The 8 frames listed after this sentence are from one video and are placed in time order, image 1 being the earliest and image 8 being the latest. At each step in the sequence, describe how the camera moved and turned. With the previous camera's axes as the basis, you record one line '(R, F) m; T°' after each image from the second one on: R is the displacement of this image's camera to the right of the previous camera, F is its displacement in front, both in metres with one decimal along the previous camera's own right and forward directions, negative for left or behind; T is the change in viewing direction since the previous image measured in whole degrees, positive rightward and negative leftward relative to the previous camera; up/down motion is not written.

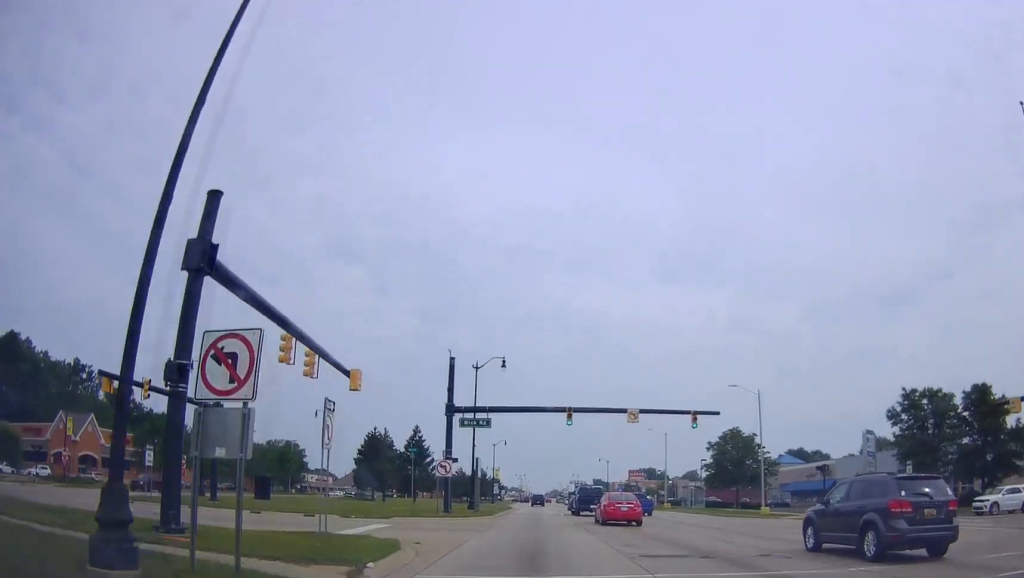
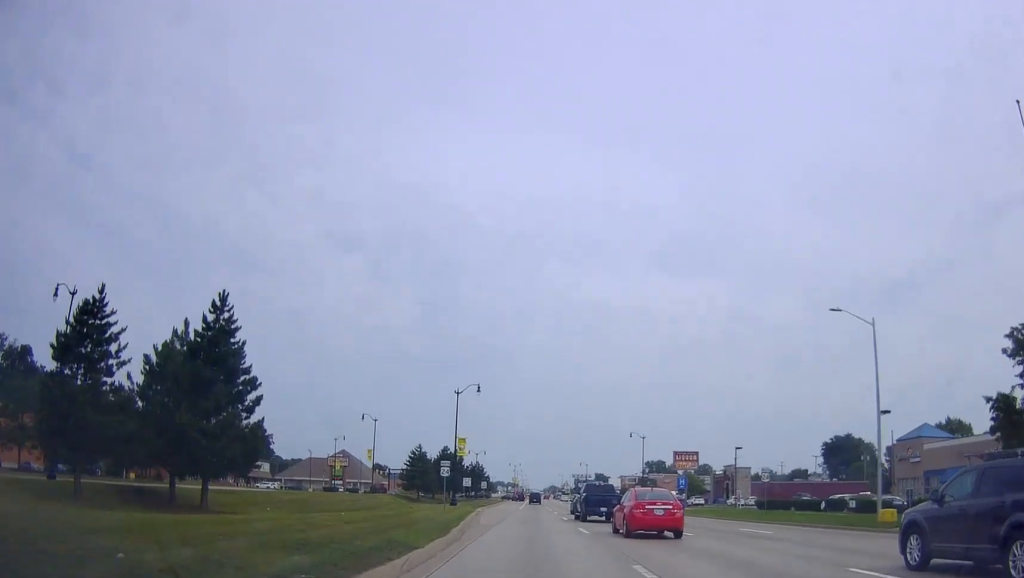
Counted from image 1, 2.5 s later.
(+0.3, +51.5) m; +1°
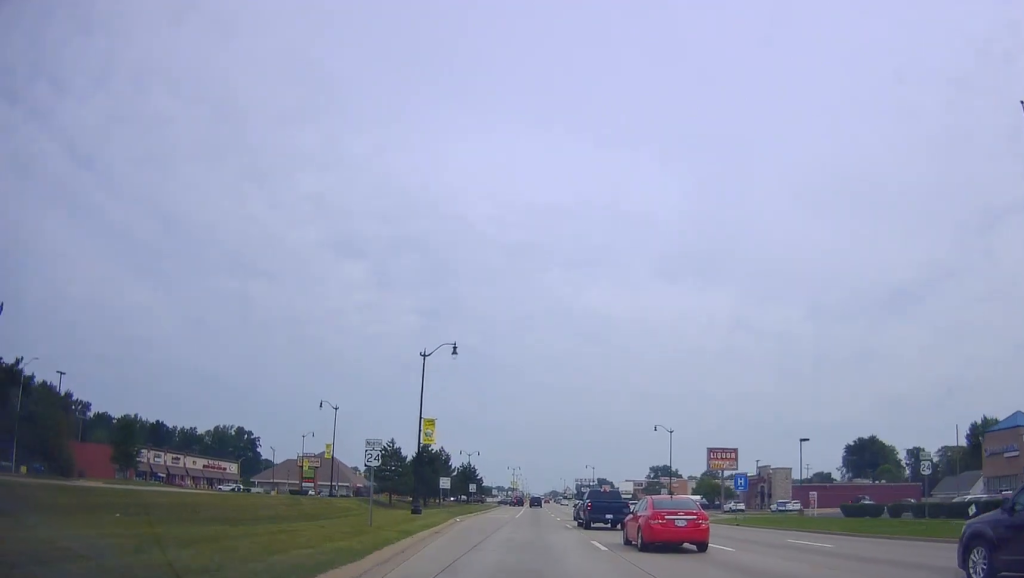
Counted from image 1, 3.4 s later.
(-0.4, +19.4) m; 0°
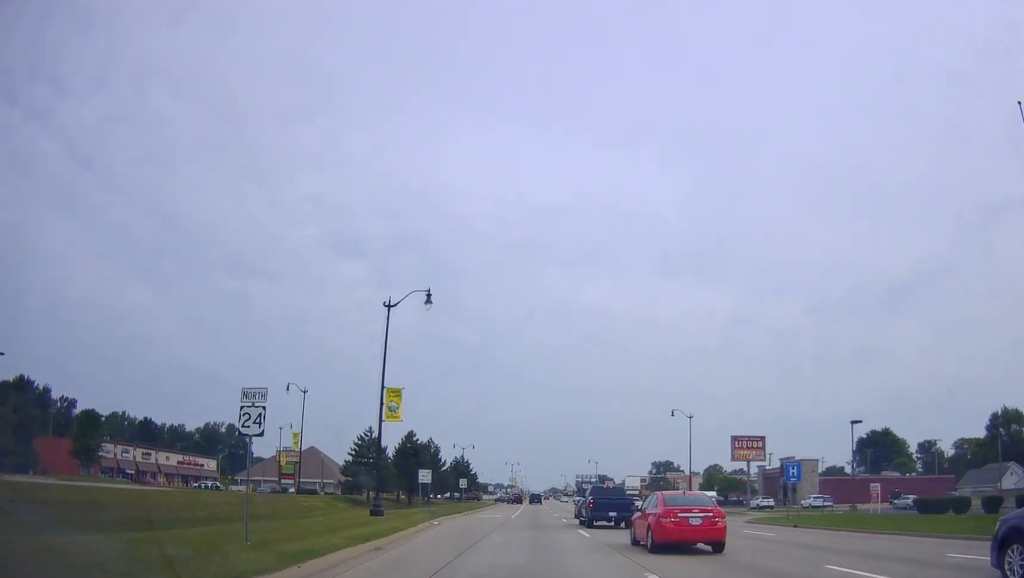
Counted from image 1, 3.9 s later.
(+0.2, +10.4) m; -1°
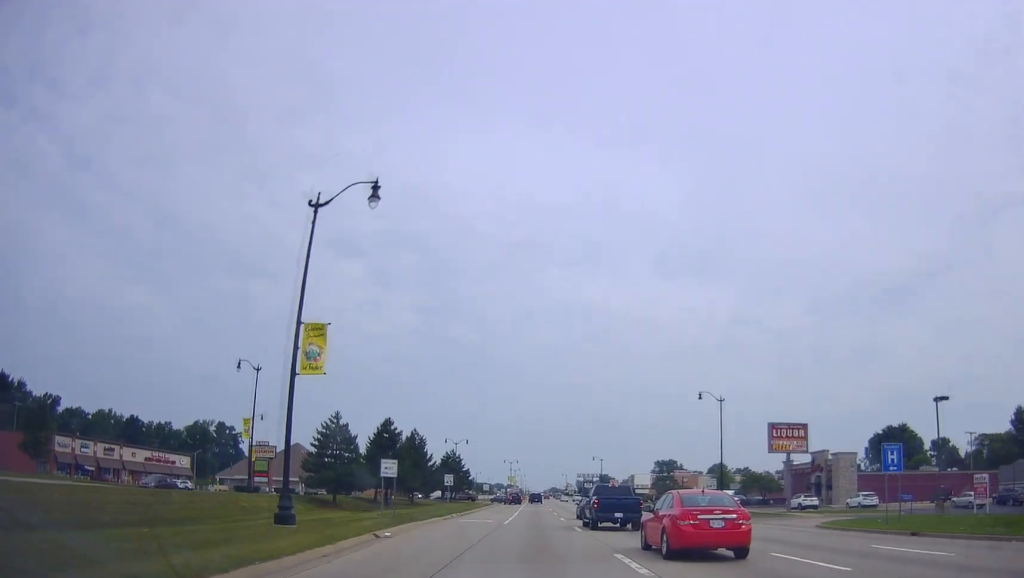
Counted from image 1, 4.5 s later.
(+0.2, +11.8) m; -1°
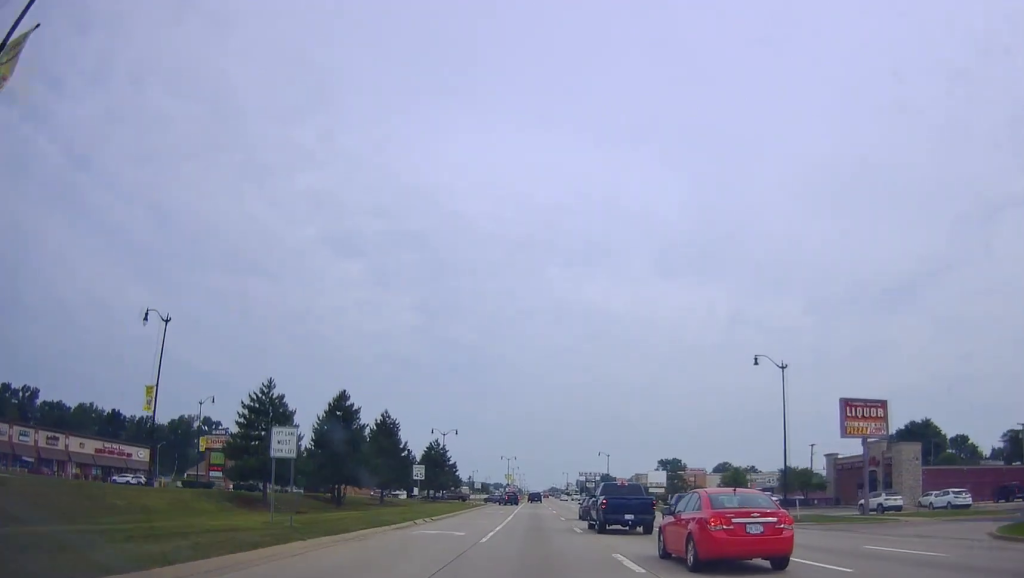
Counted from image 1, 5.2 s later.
(-0.6, +15.3) m; 0°
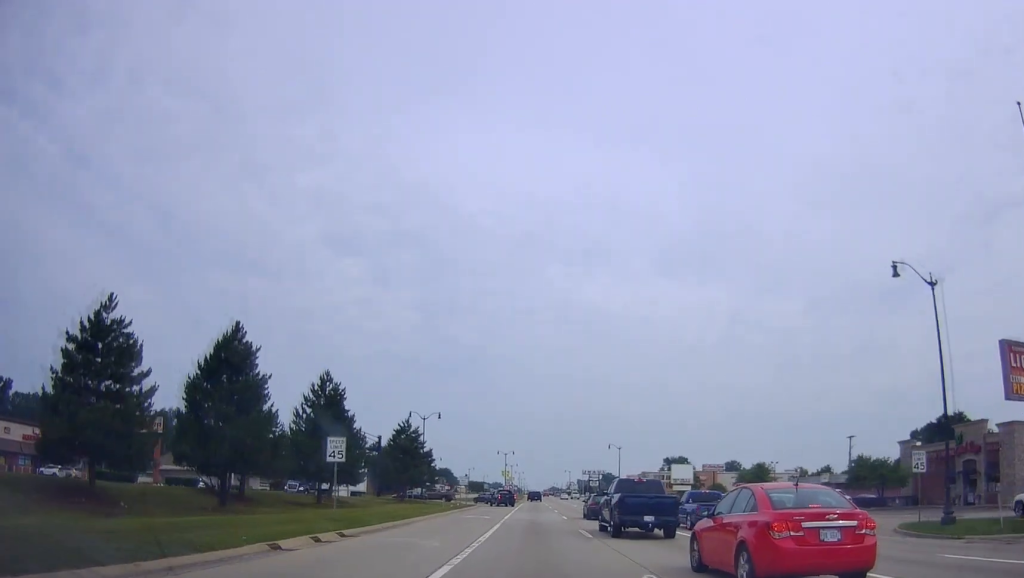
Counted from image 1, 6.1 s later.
(+0.4, +18.7) m; 0°
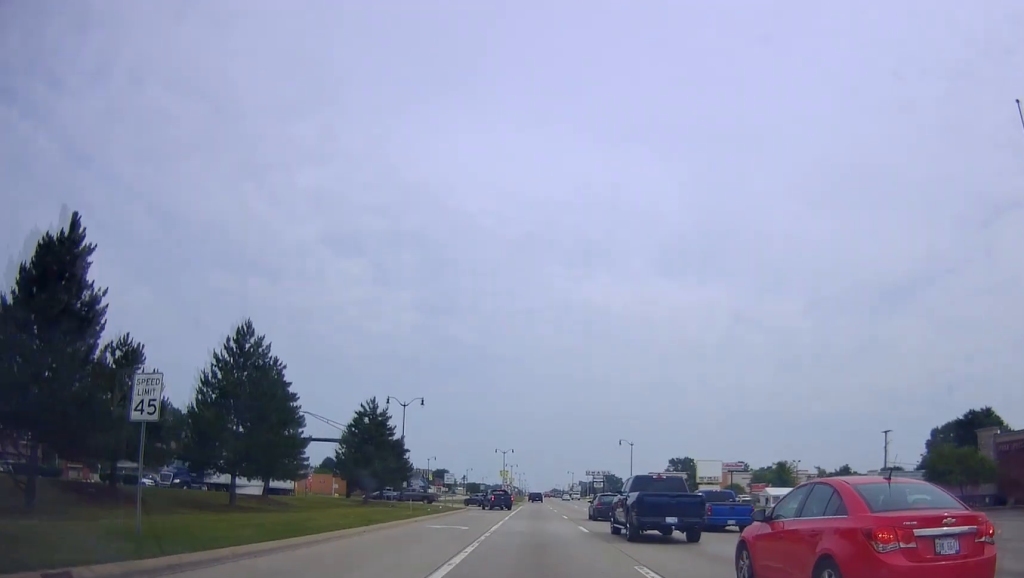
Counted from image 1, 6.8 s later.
(-0.1, +13.8) m; 0°
